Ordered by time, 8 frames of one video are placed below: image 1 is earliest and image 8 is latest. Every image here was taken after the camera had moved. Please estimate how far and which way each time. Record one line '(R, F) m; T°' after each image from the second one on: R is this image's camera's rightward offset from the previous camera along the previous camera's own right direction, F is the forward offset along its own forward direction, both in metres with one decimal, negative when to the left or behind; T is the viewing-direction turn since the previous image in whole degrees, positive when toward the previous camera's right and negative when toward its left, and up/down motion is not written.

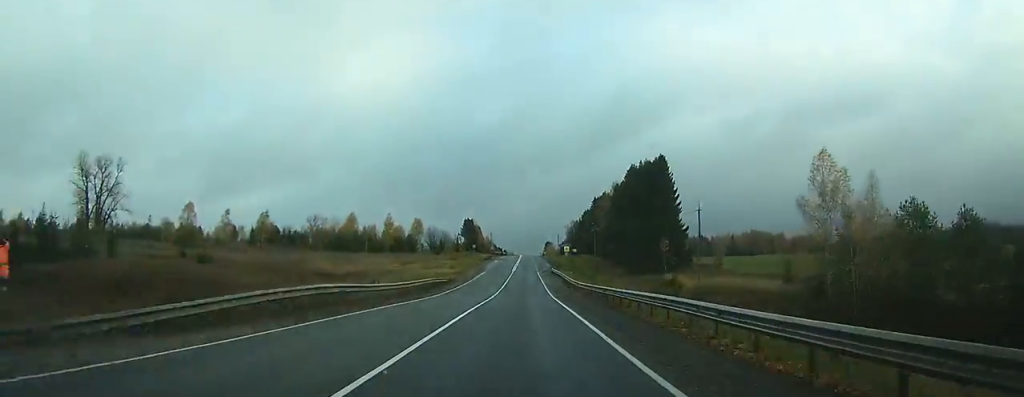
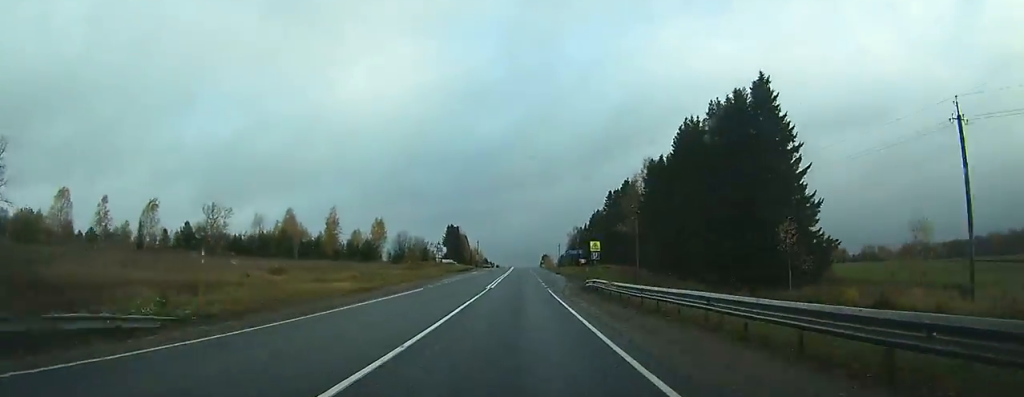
(+0.7, +48.2) m; +1°
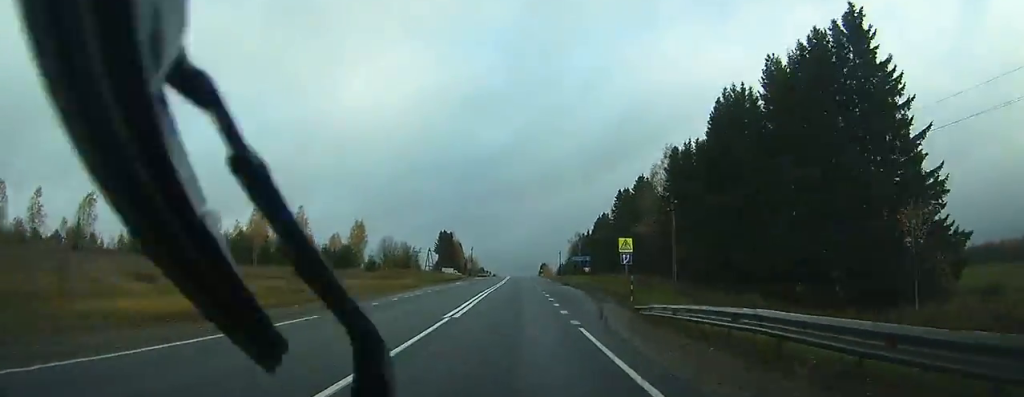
(0.0, +17.6) m; 0°
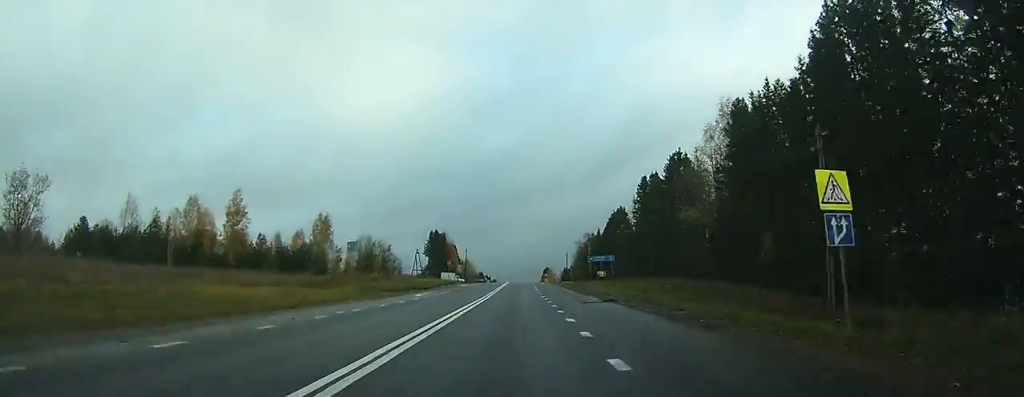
(0.0, +26.4) m; 0°
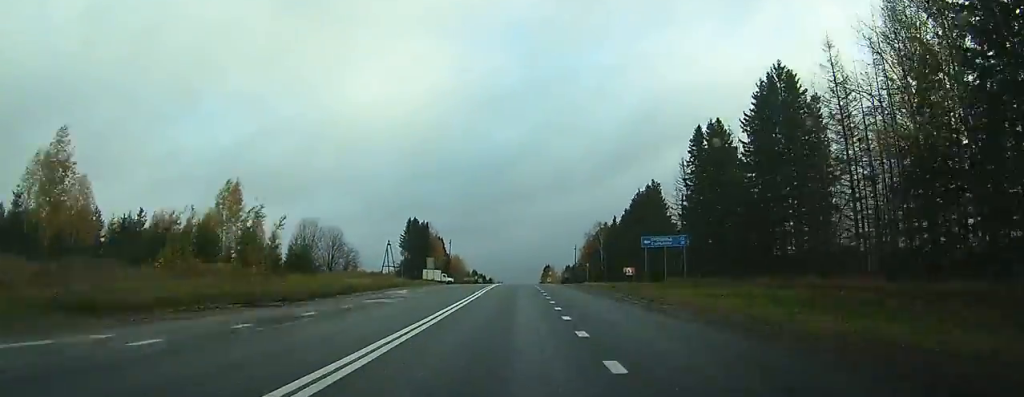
(0.0, +36.5) m; 0°
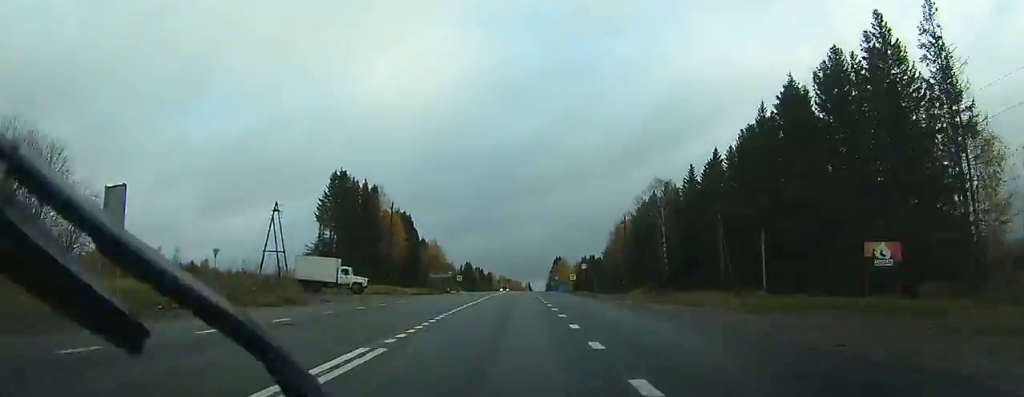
(+0.3, +69.7) m; 0°
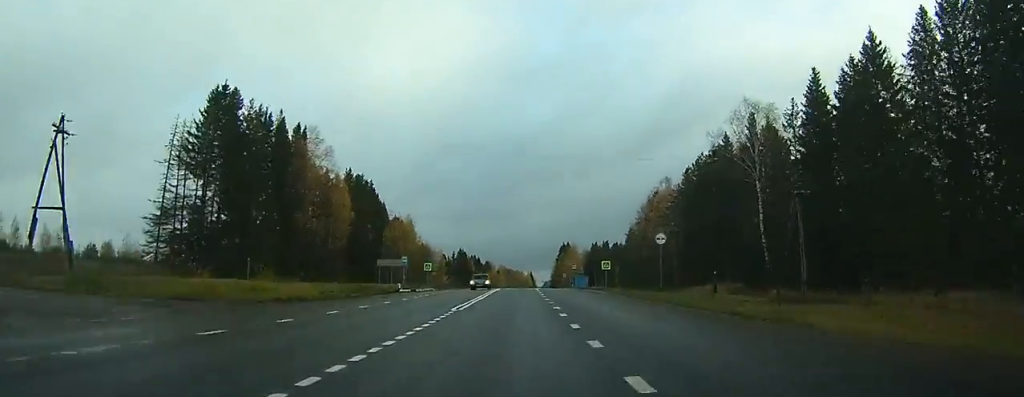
(-0.1, +40.5) m; 0°
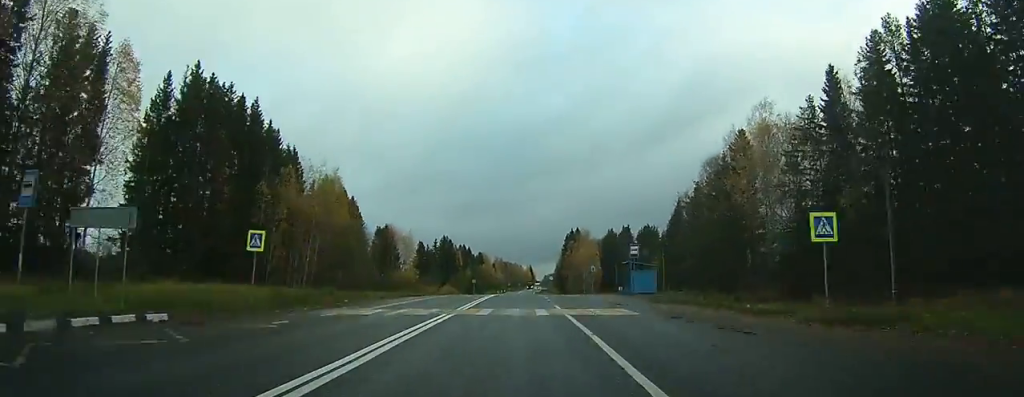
(0.0, +49.1) m; 0°
